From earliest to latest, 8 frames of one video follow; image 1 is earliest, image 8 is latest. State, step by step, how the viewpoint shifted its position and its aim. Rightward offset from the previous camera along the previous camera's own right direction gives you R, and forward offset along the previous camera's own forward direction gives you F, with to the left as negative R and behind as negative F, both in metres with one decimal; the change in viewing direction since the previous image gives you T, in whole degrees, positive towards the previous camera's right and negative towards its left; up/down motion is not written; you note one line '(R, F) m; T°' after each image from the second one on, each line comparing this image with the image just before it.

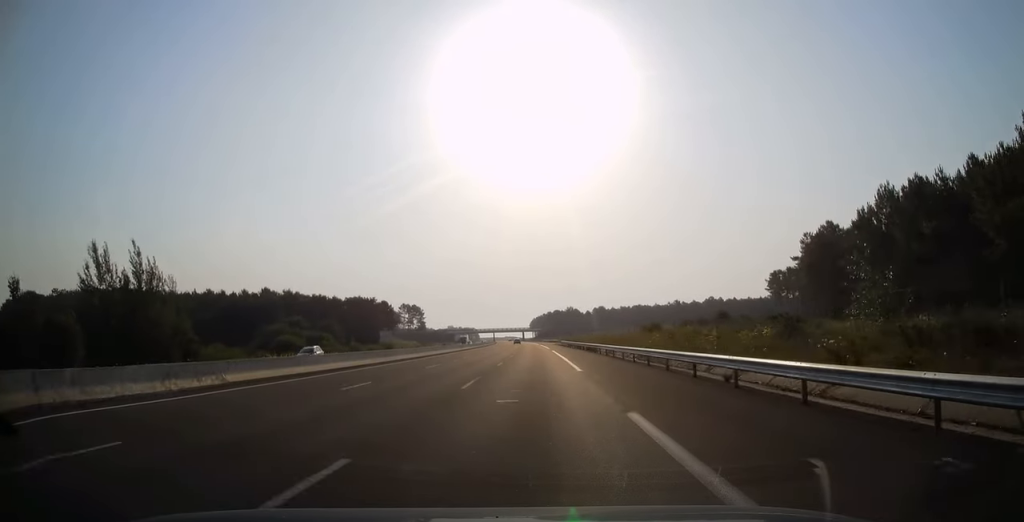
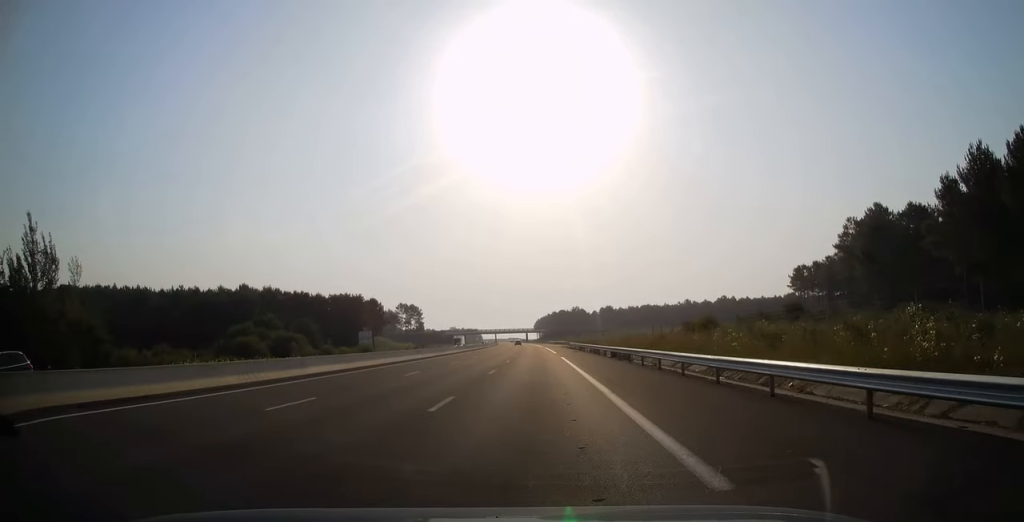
(0.0, +18.2) m; -1°
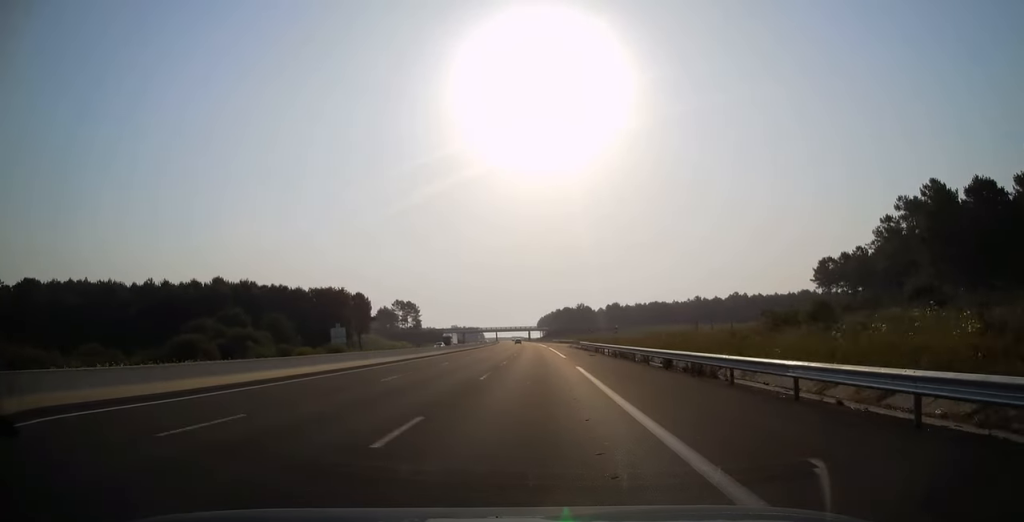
(-0.2, +17.3) m; -1°
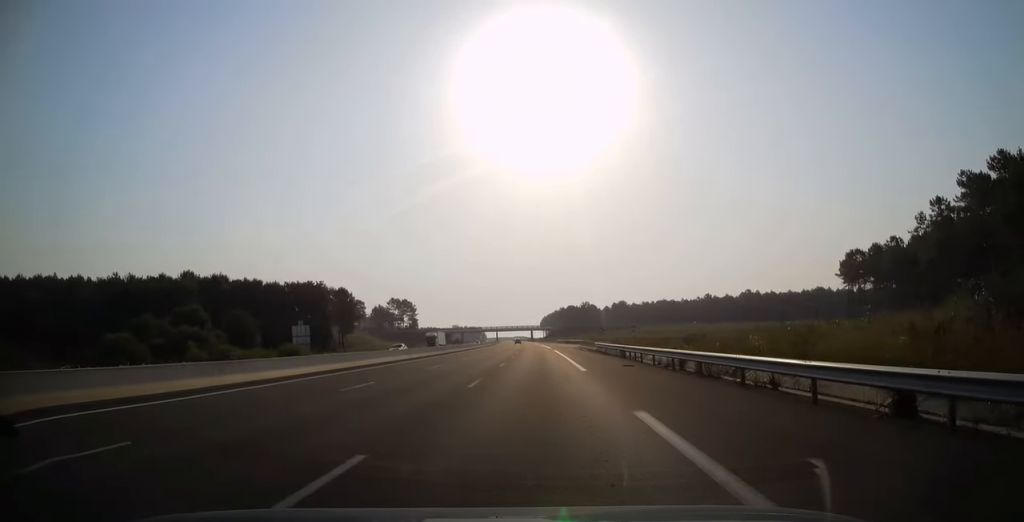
(-0.1, +16.7) m; 0°
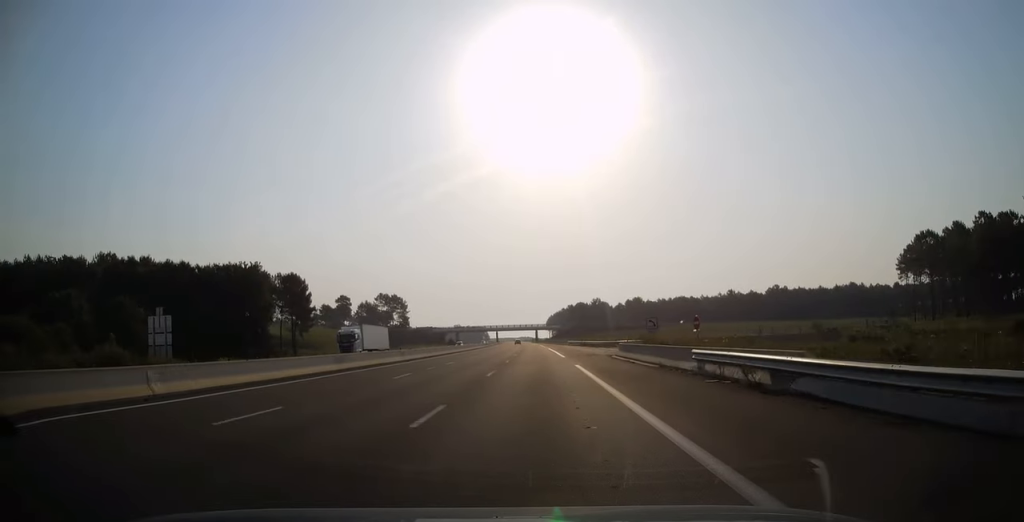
(0.0, +33.9) m; 0°
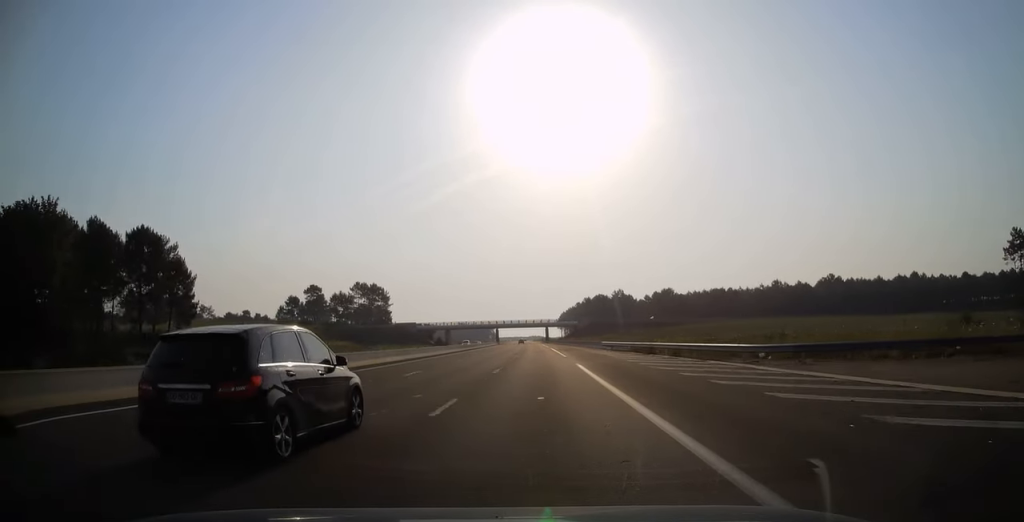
(-0.2, +51.0) m; -1°
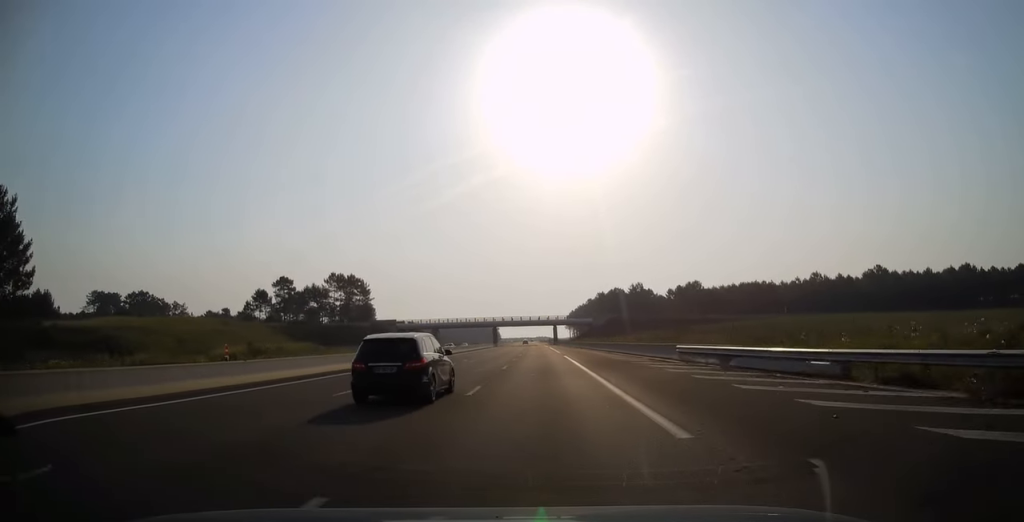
(-0.4, +34.8) m; -1°
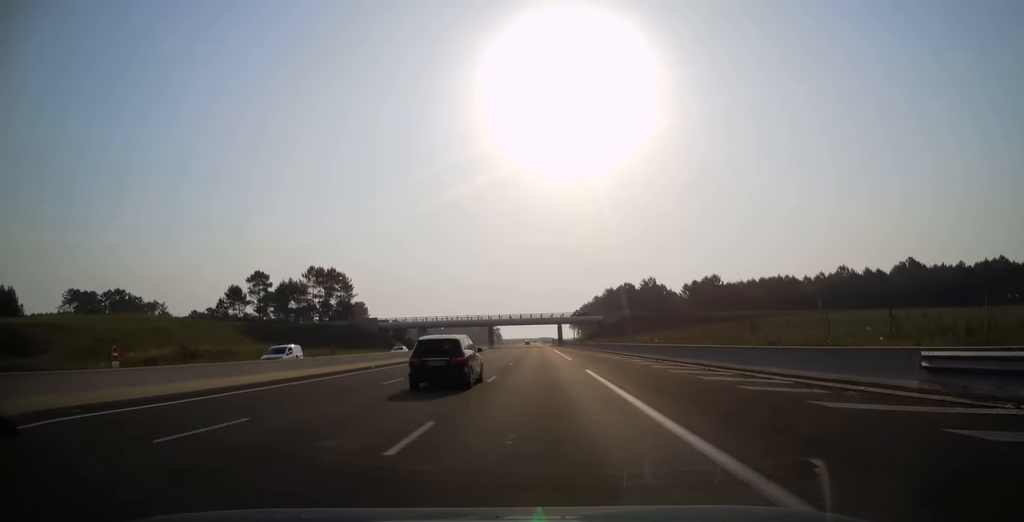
(0.0, +21.1) m; -1°
